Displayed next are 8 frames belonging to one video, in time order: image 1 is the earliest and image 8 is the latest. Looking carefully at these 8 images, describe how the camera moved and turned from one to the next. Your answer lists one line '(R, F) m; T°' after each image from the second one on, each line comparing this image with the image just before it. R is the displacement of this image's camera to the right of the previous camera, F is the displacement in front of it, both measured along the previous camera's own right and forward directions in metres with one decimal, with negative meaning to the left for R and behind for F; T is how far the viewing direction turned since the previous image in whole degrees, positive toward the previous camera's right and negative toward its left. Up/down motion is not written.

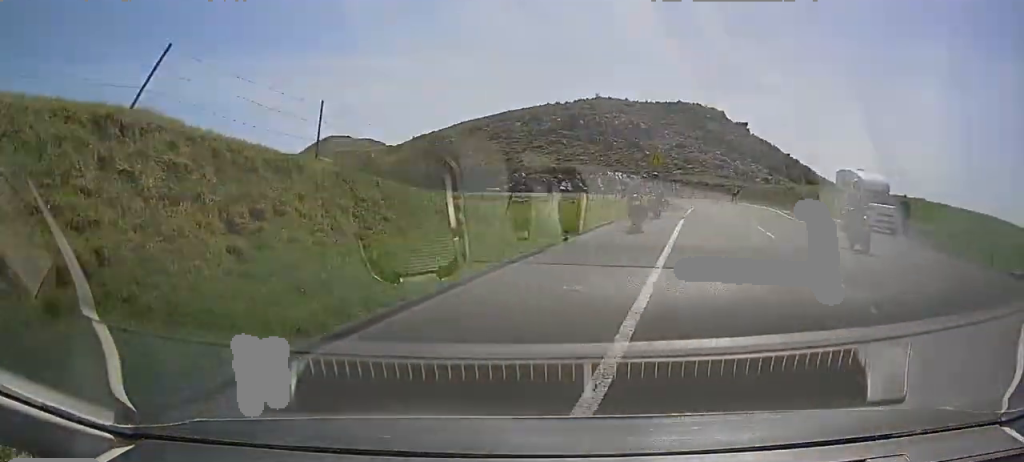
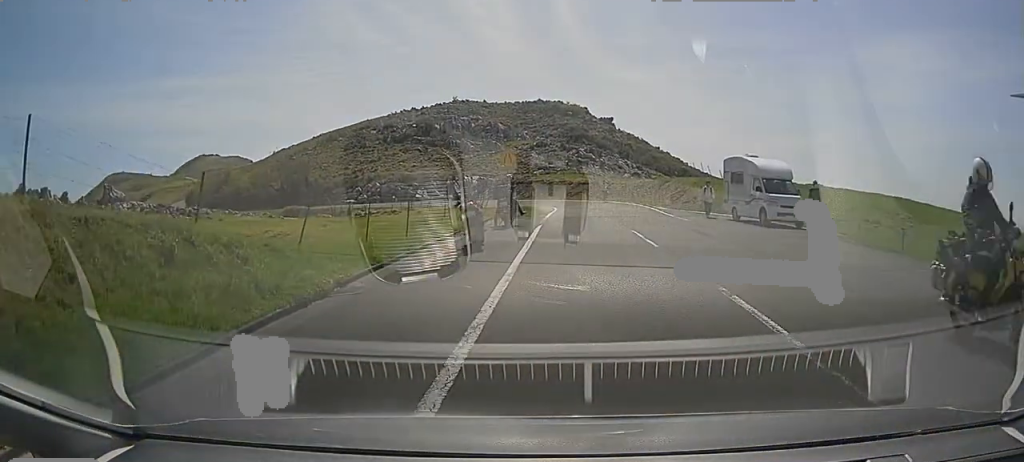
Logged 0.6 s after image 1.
(0.0, +3.4) m; +6°
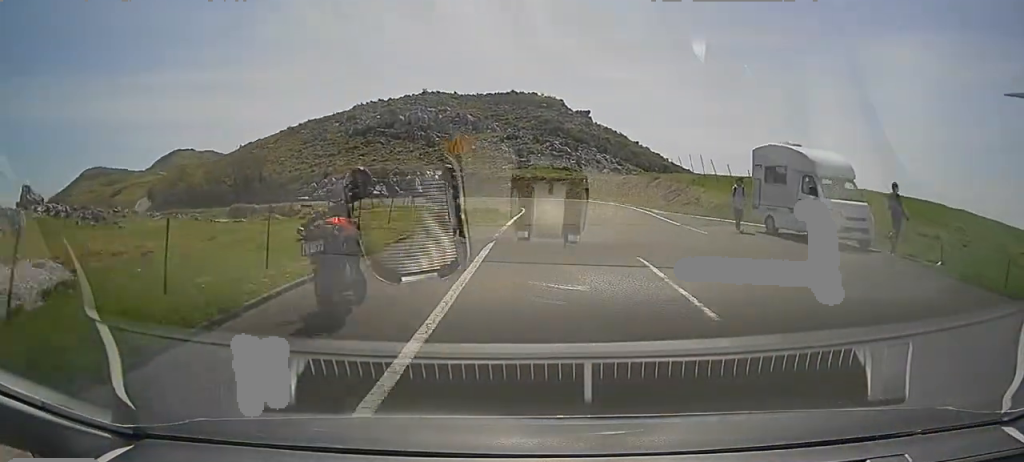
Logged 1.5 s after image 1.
(+0.8, +7.4) m; +4°
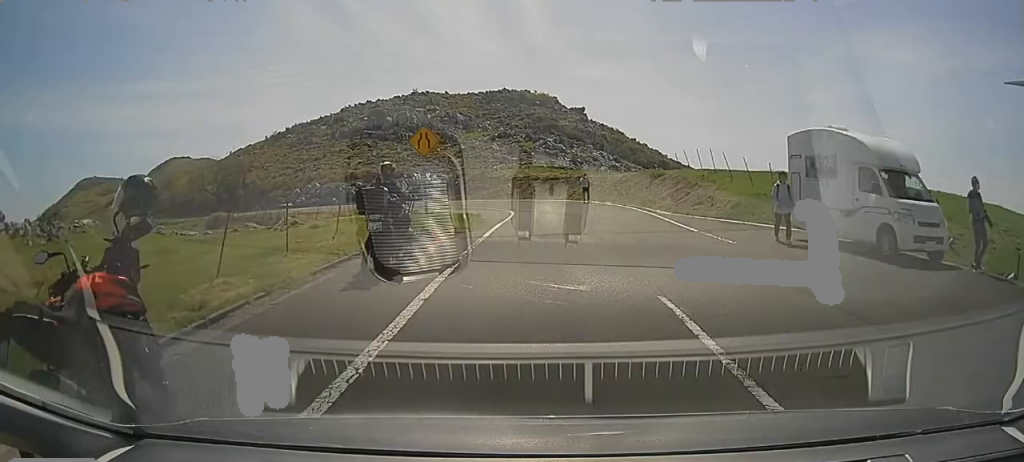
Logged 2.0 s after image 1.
(-0.1, +4.2) m; 0°
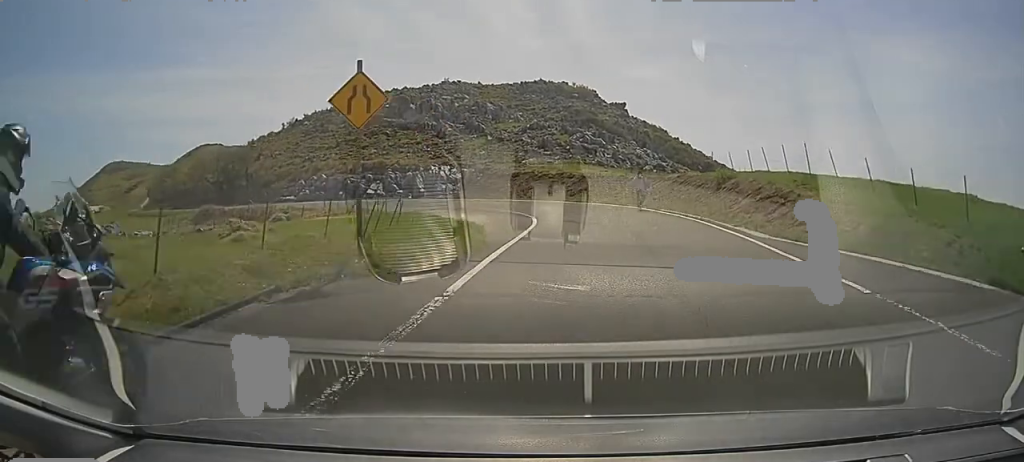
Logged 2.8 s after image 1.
(-0.1, +8.5) m; -1°
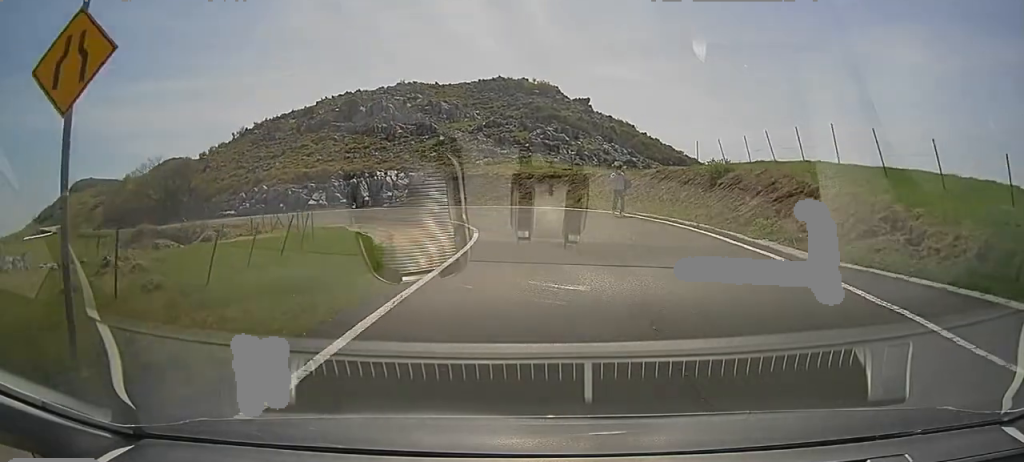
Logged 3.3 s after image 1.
(+0.2, +5.7) m; -1°
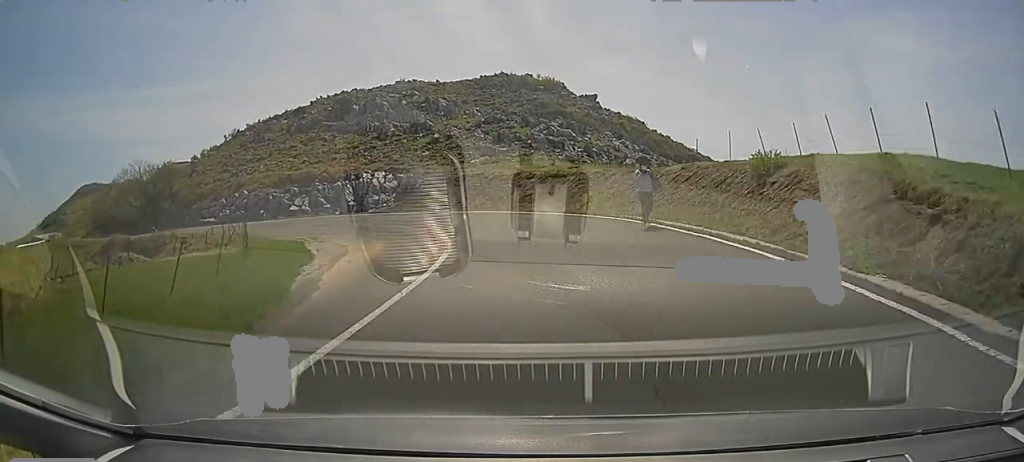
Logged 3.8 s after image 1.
(-0.1, +5.1) m; -4°
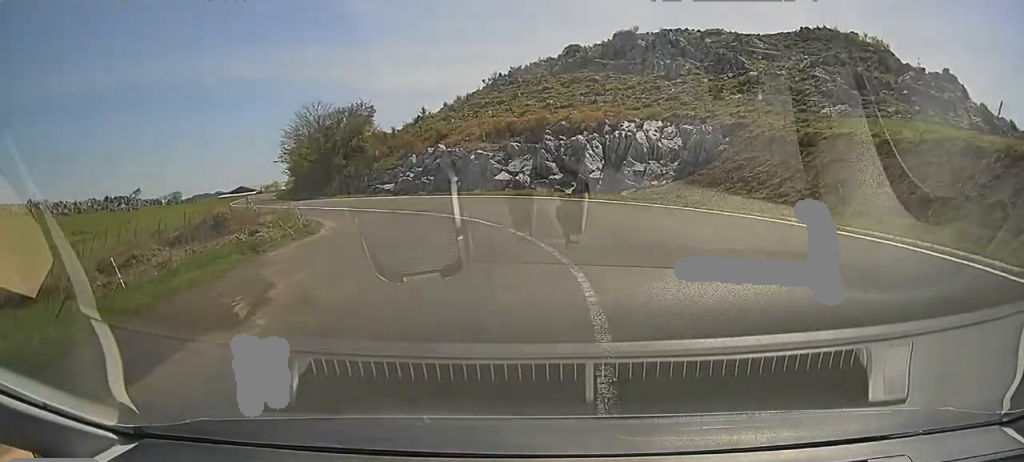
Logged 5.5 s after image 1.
(-3.5, +20.5) m; -27°
